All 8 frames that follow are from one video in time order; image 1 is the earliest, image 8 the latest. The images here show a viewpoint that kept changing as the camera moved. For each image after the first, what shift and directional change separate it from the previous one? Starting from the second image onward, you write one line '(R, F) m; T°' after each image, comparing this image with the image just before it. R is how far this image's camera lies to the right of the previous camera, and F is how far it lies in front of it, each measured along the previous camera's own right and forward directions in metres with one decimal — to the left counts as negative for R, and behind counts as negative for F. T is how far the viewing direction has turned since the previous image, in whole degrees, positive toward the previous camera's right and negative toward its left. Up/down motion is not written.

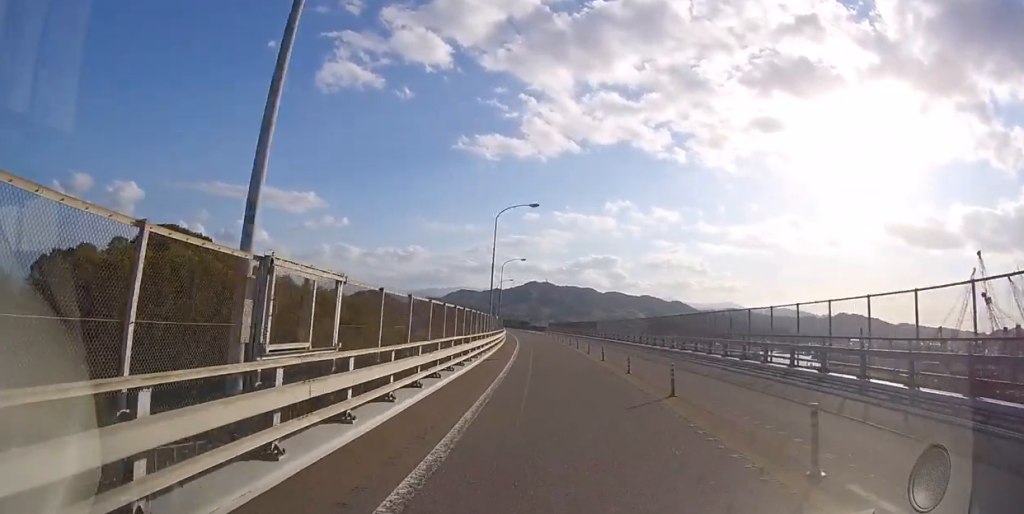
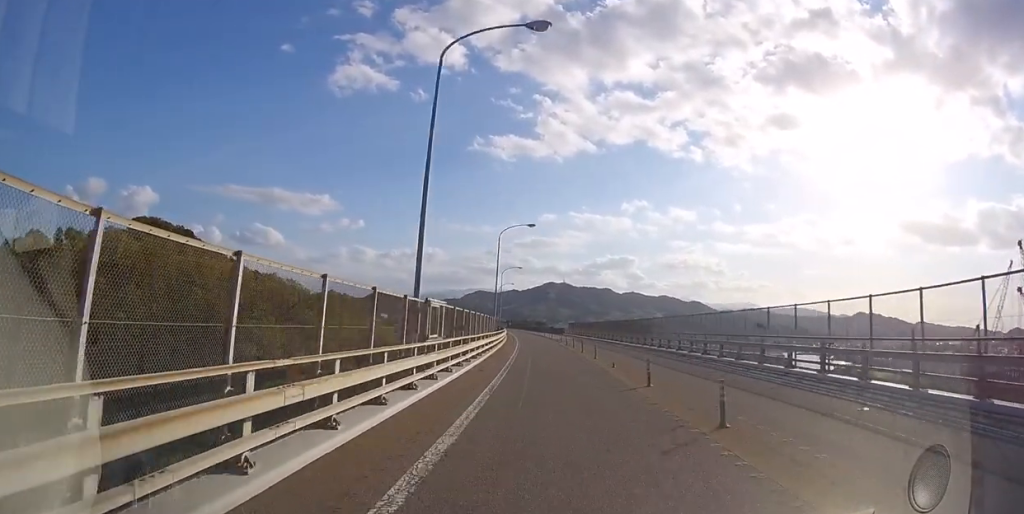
(-0.4, +23.2) m; -2°
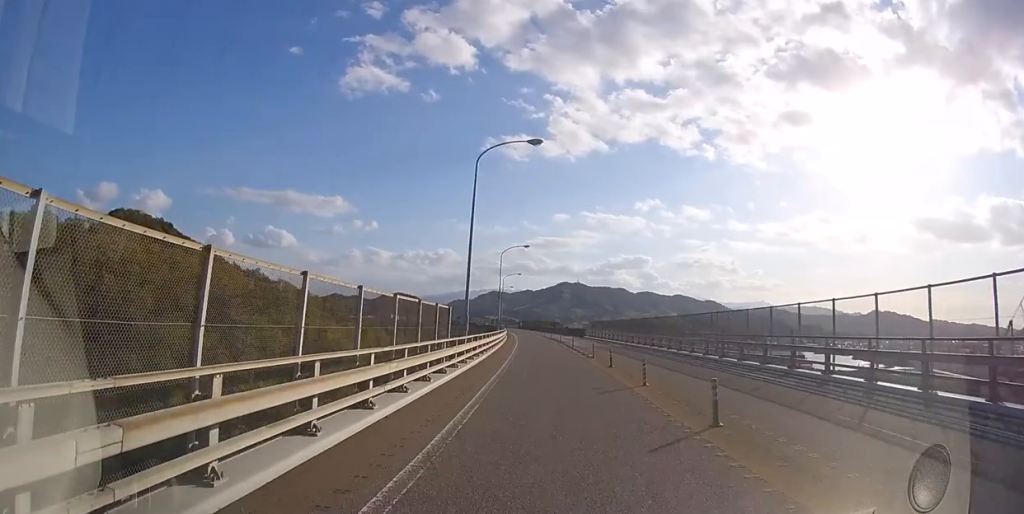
(-0.3, +19.9) m; -2°
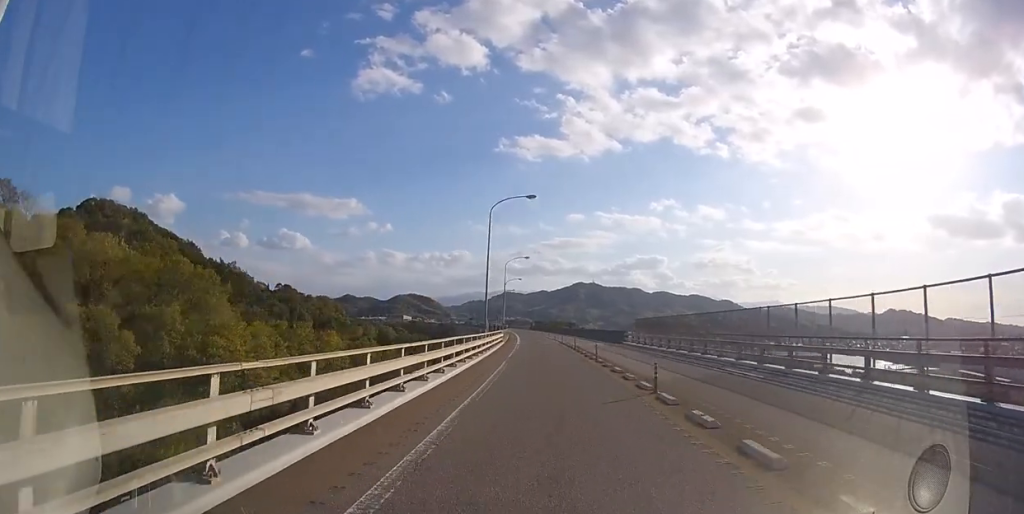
(-0.3, +21.2) m; -2°
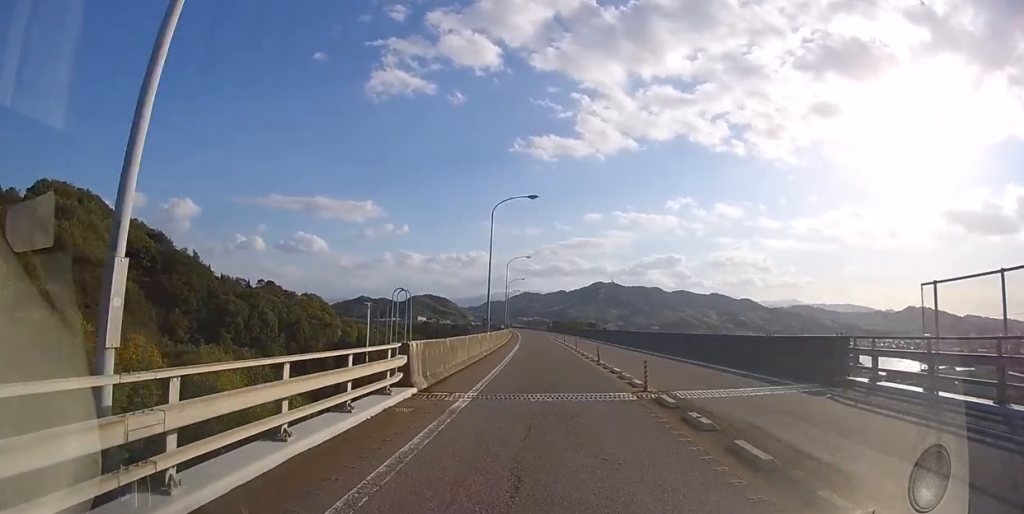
(-0.6, +29.2) m; -2°
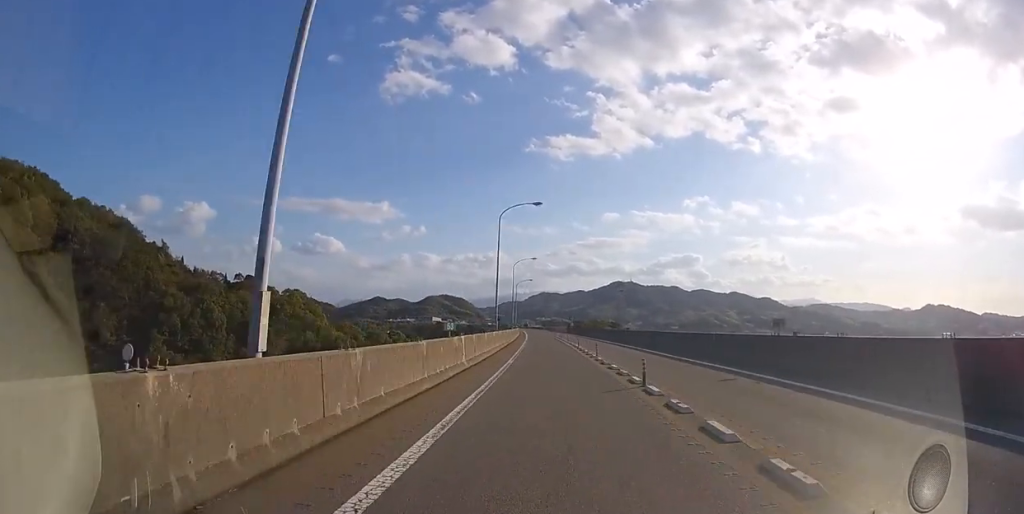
(-0.5, +28.1) m; -2°
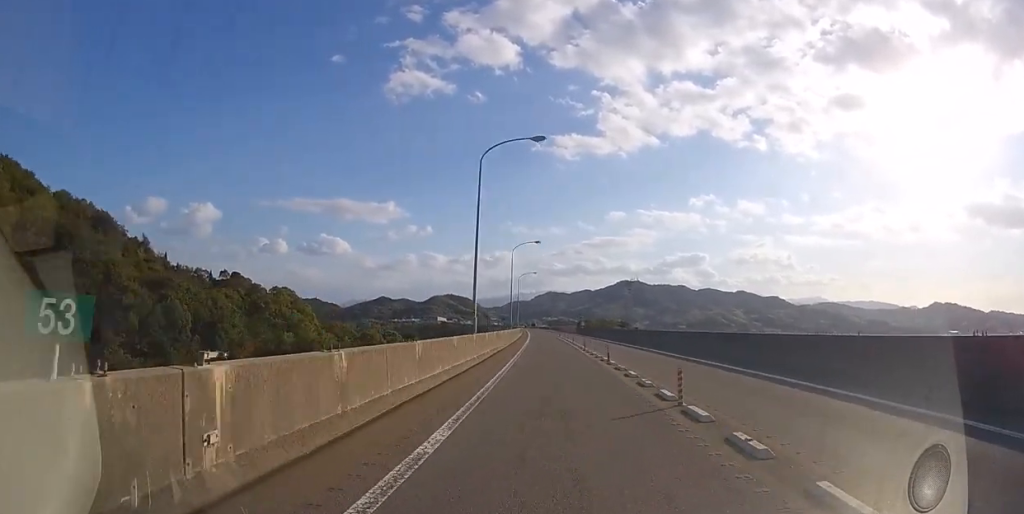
(-0.1, +12.1) m; -1°
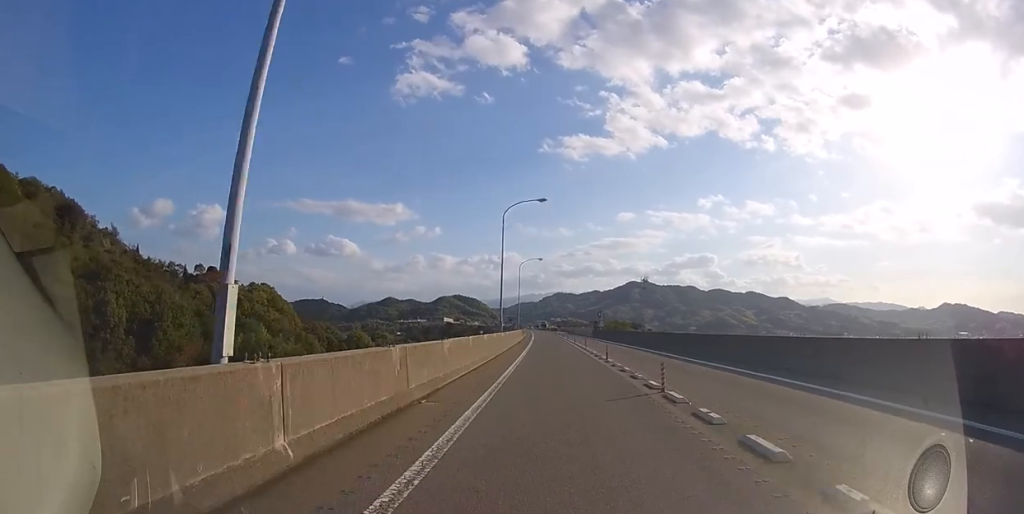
(-0.2, +18.2) m; -1°
